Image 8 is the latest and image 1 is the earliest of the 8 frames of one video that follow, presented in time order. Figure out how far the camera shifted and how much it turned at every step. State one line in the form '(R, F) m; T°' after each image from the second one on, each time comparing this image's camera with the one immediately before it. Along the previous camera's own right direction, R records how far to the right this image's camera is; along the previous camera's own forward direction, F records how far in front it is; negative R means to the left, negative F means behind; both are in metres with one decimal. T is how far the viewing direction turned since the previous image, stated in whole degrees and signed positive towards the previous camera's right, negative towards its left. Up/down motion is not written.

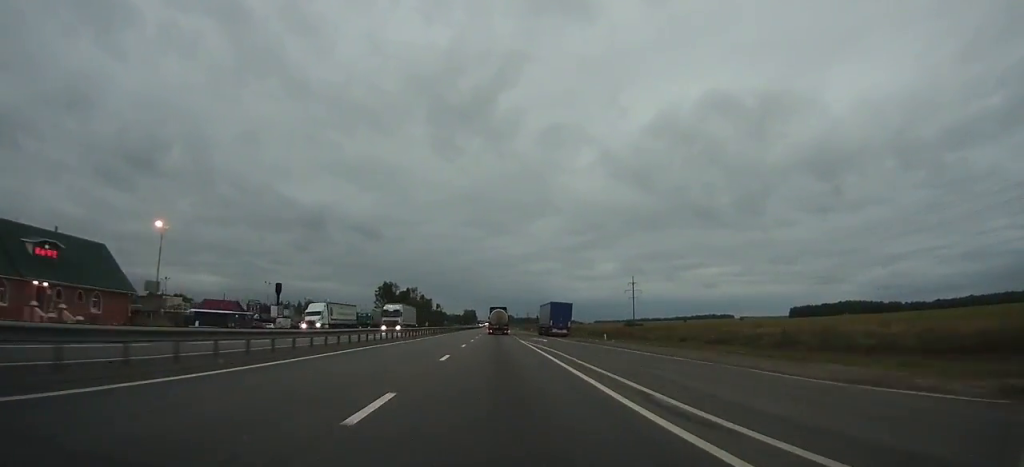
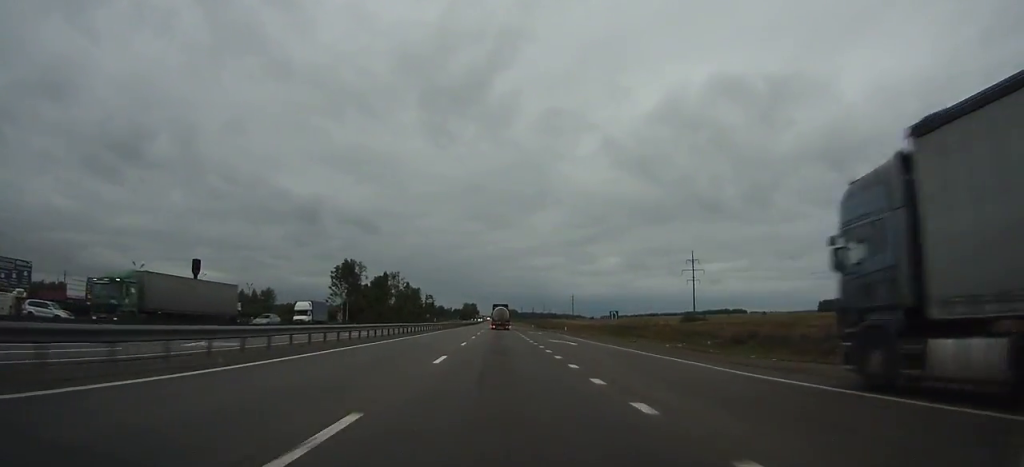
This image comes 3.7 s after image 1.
(0.0, +74.4) m; 0°
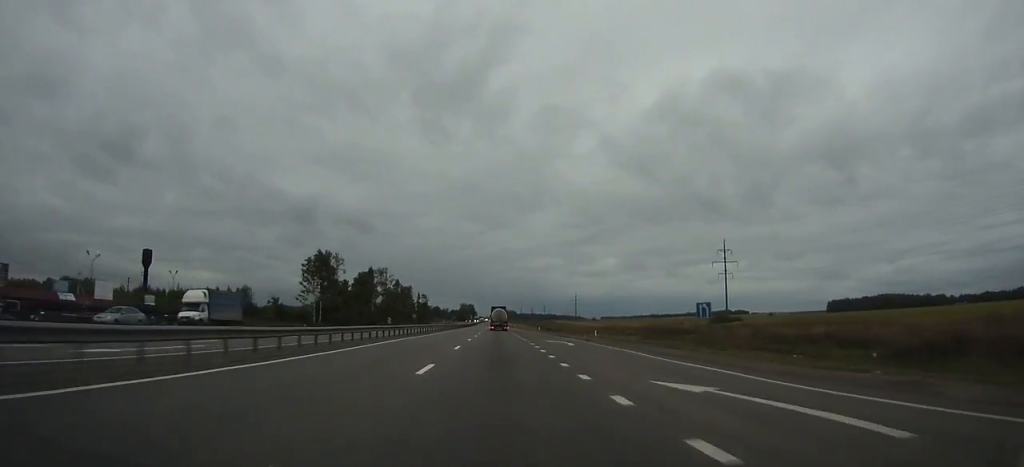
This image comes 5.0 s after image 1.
(+0.1, +26.9) m; 0°
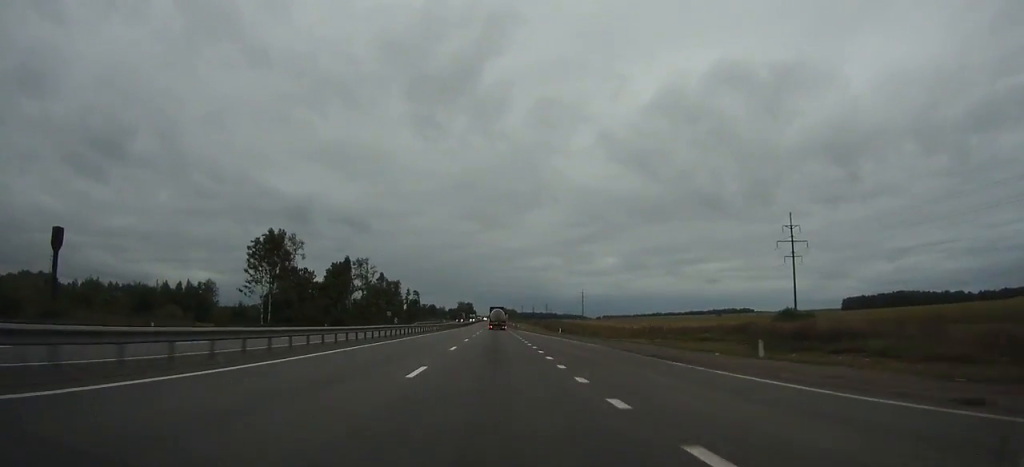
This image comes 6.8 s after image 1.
(+0.1, +36.3) m; 0°
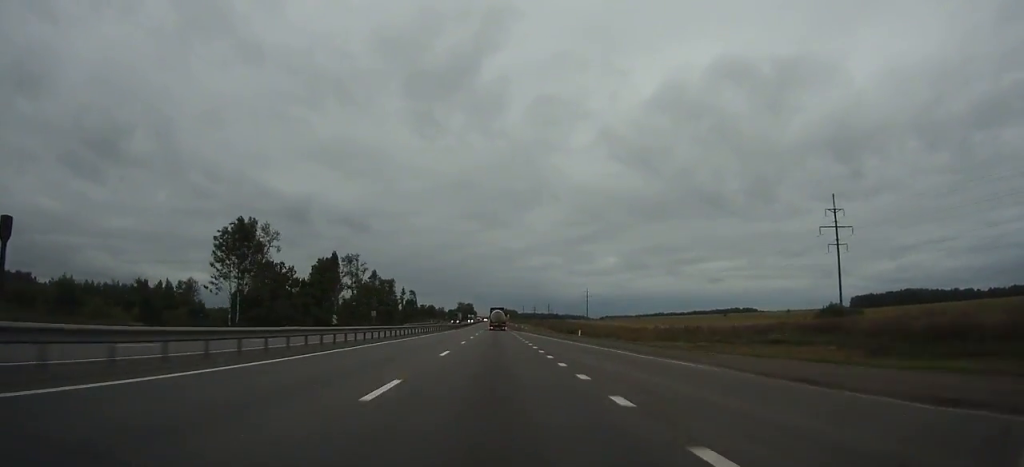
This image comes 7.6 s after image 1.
(0.0, +16.2) m; 0°
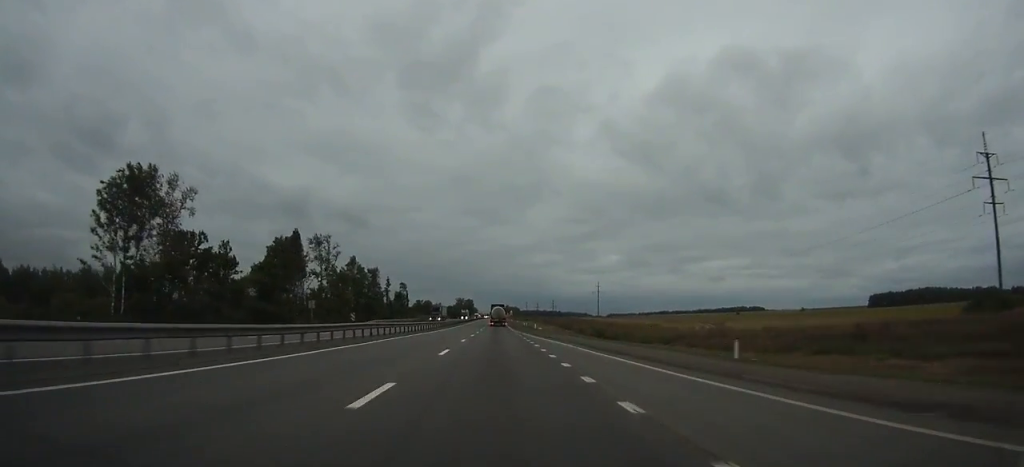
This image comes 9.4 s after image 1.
(-0.1, +36.6) m; 0°
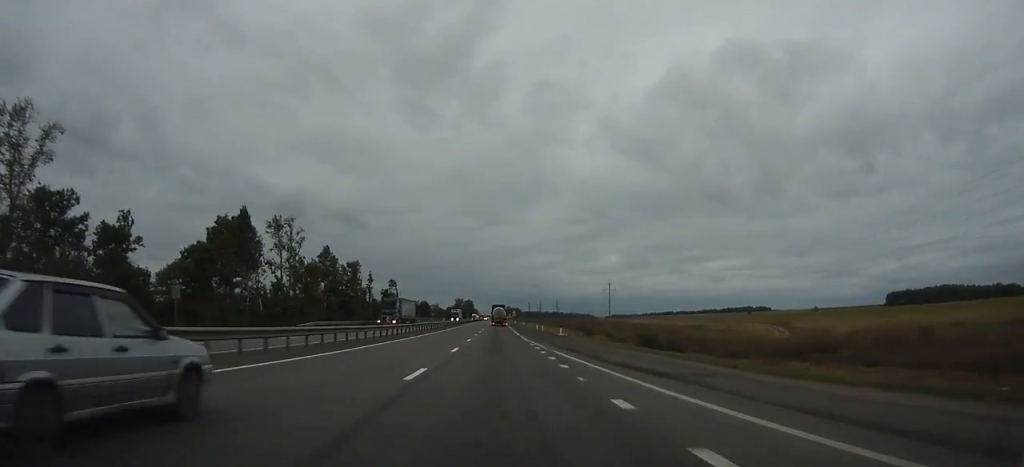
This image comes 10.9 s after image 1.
(-0.1, +31.3) m; 0°
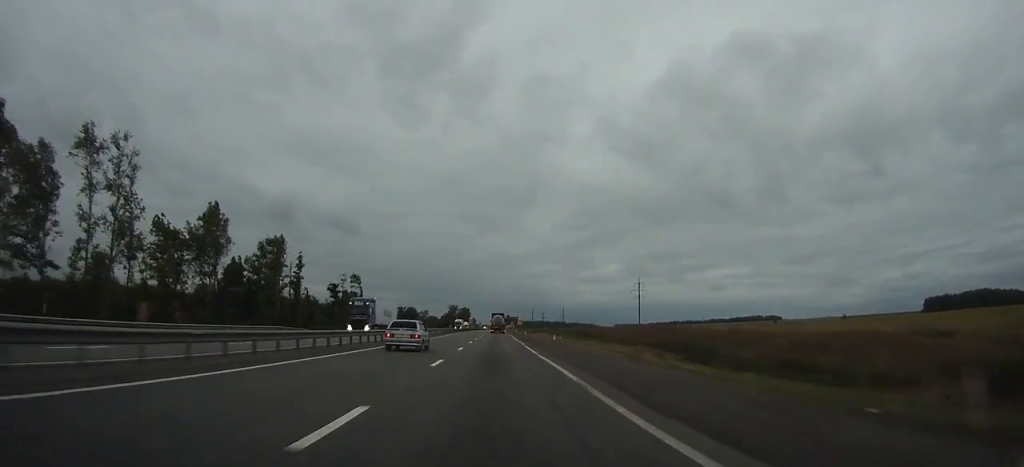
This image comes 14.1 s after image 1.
(-0.1, +65.9) m; 0°
